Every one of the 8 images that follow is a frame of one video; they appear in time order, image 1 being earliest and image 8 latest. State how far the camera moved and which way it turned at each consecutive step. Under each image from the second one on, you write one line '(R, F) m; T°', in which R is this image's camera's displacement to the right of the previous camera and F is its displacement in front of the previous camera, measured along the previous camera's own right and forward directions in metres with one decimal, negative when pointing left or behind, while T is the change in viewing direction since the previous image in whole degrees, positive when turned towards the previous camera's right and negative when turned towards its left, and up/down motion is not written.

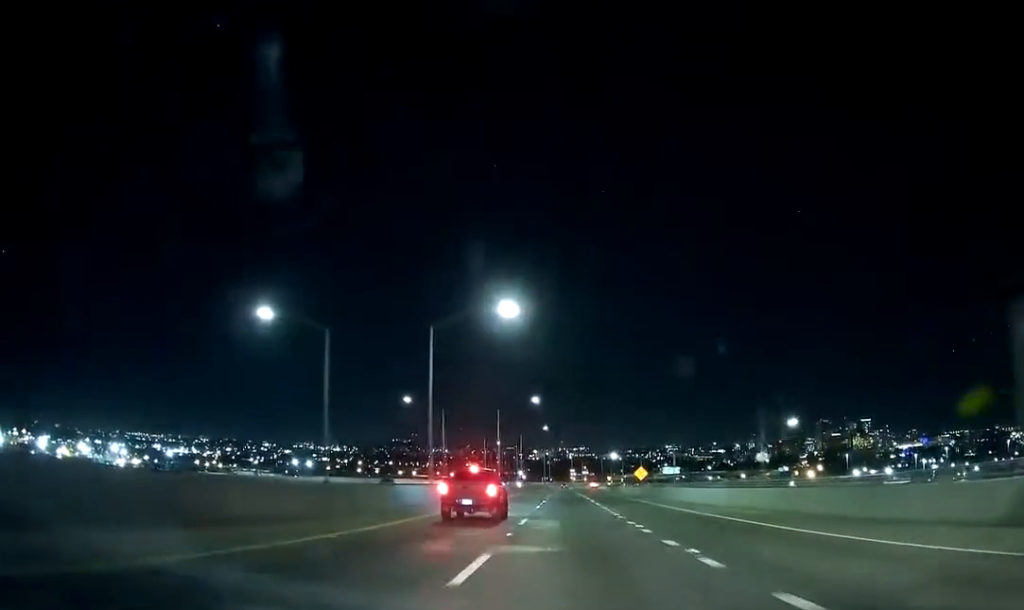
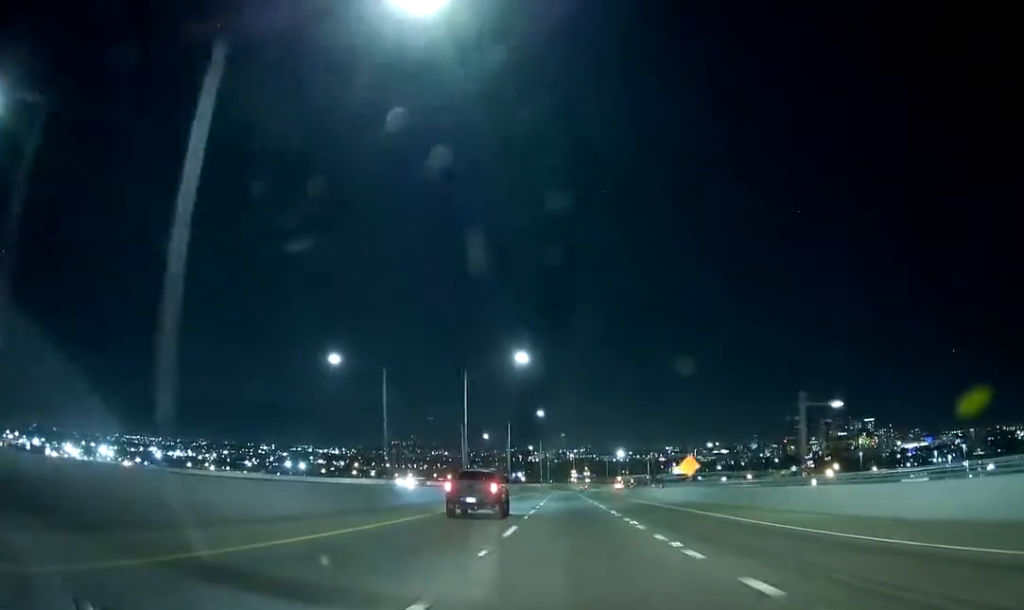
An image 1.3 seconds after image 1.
(0.0, +35.4) m; 0°
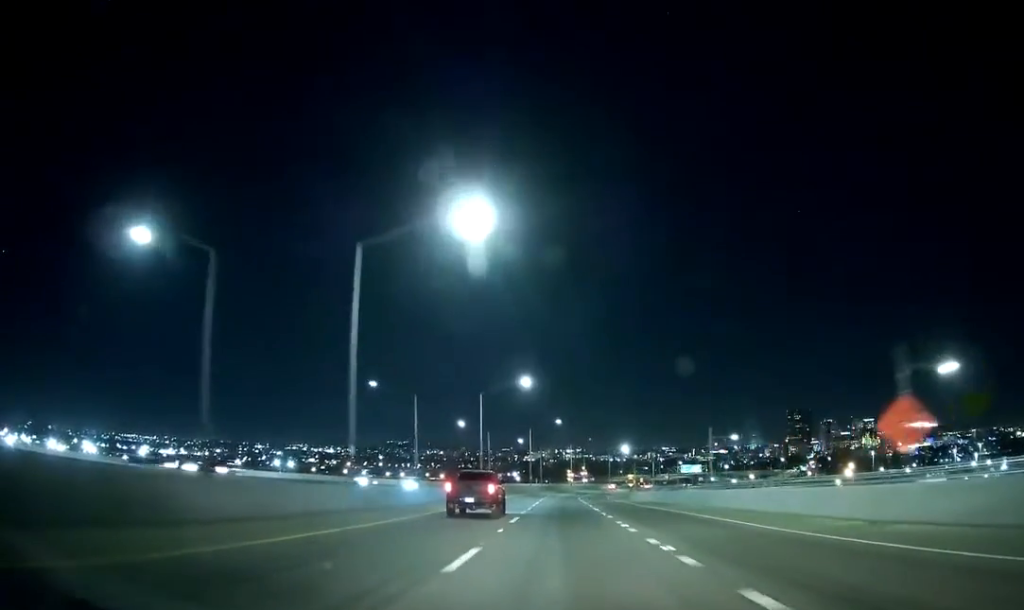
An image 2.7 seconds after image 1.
(+0.1, +37.5) m; 0°
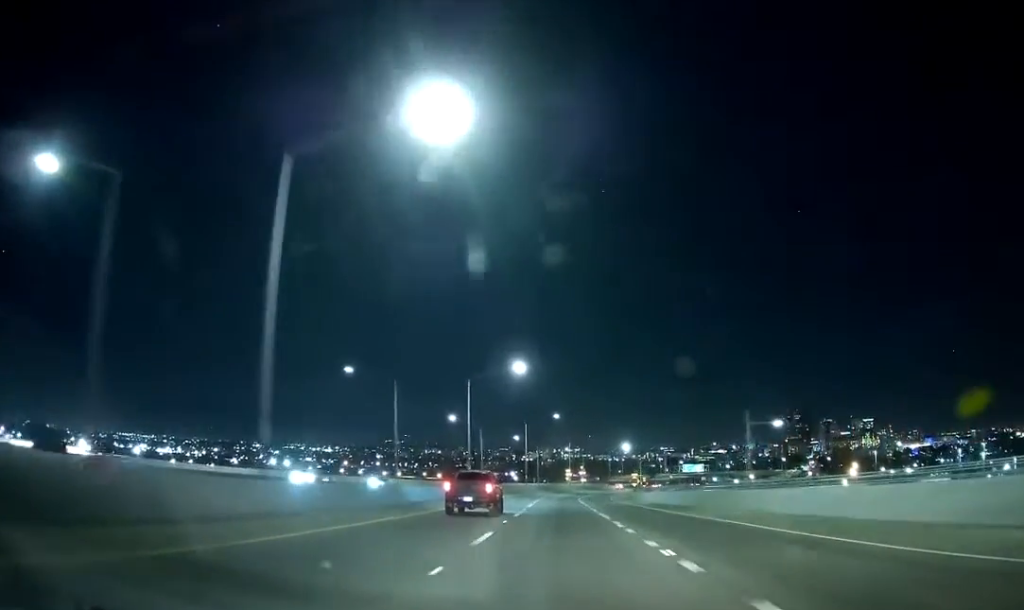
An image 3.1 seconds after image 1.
(0.0, +10.6) m; 0°
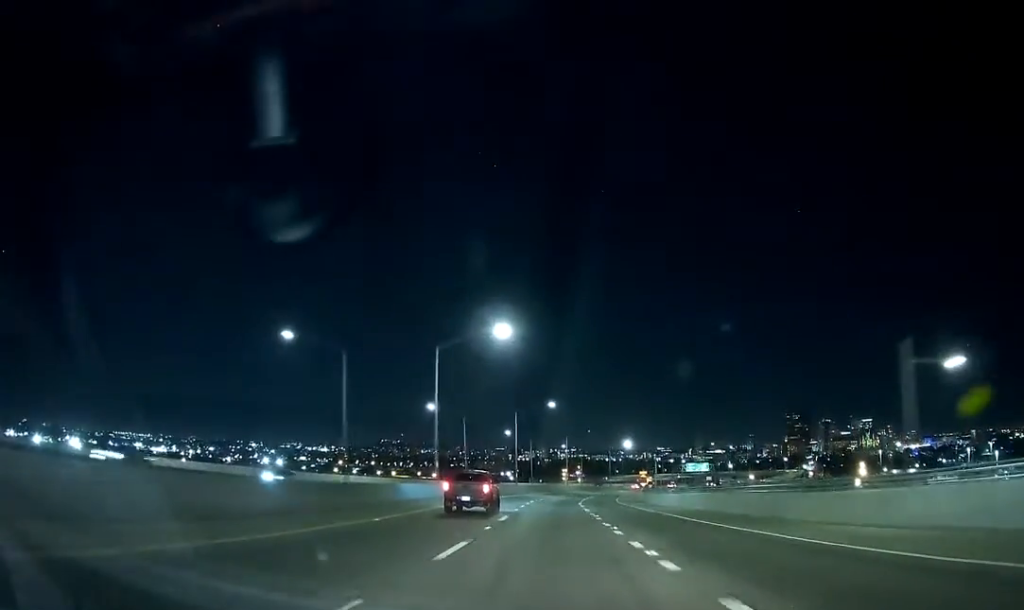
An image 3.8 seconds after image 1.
(0.0, +17.6) m; 0°
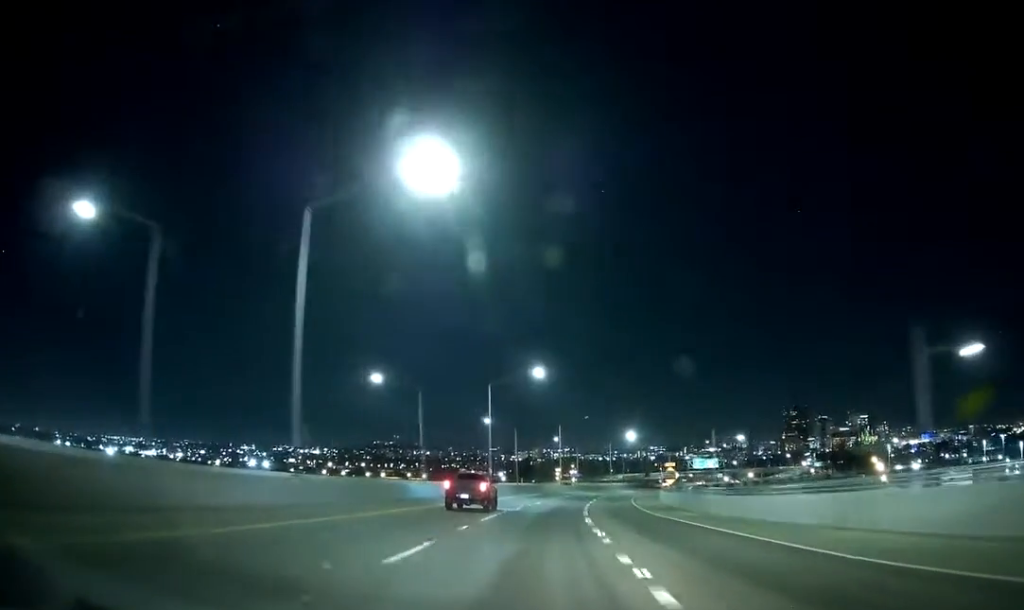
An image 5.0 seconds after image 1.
(0.0, +30.6) m; +1°
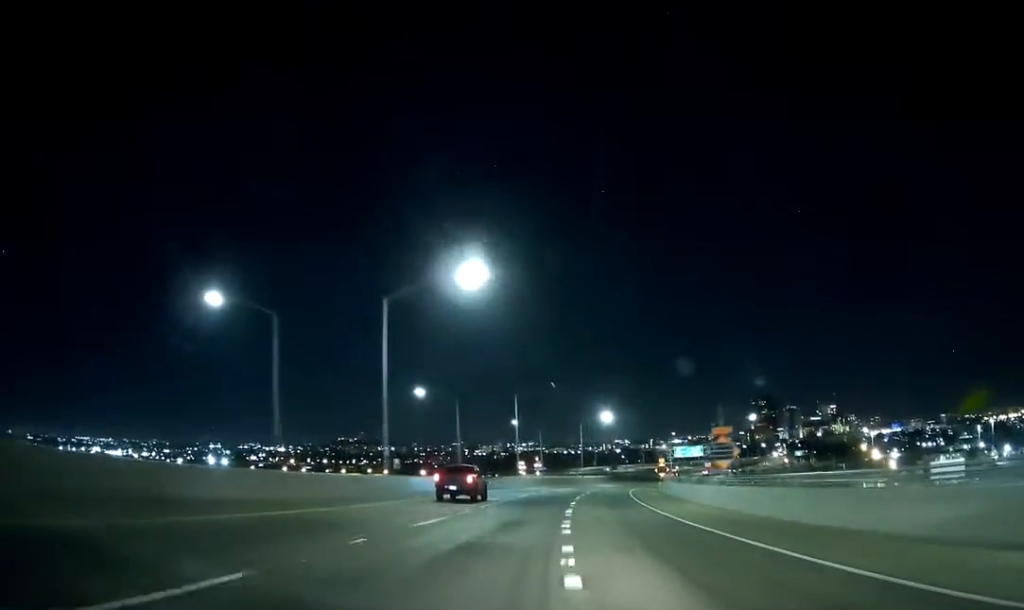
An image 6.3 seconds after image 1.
(+0.4, +35.7) m; +2°
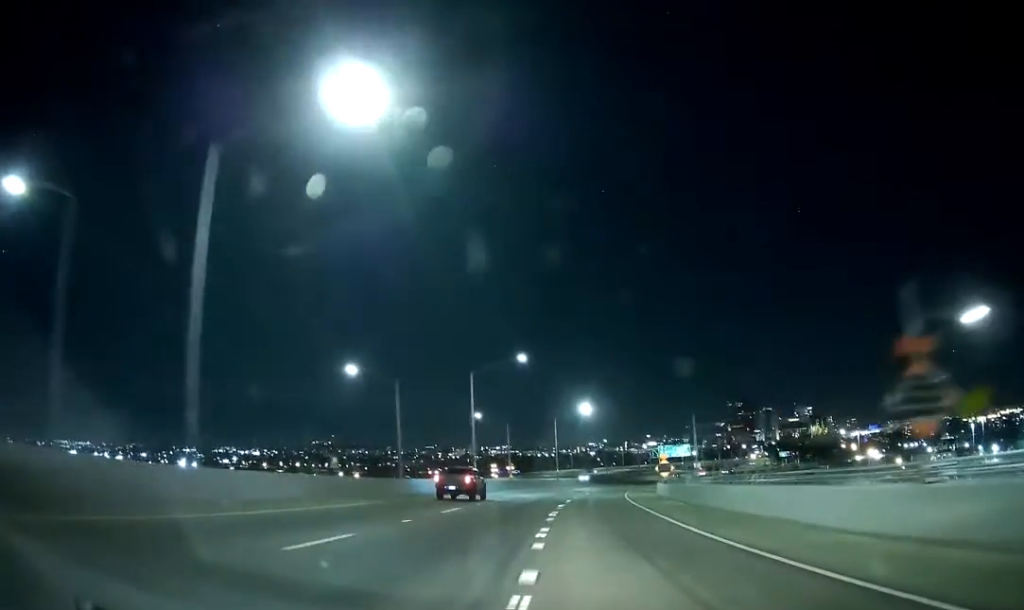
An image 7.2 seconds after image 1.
(+0.3, +22.6) m; +2°
